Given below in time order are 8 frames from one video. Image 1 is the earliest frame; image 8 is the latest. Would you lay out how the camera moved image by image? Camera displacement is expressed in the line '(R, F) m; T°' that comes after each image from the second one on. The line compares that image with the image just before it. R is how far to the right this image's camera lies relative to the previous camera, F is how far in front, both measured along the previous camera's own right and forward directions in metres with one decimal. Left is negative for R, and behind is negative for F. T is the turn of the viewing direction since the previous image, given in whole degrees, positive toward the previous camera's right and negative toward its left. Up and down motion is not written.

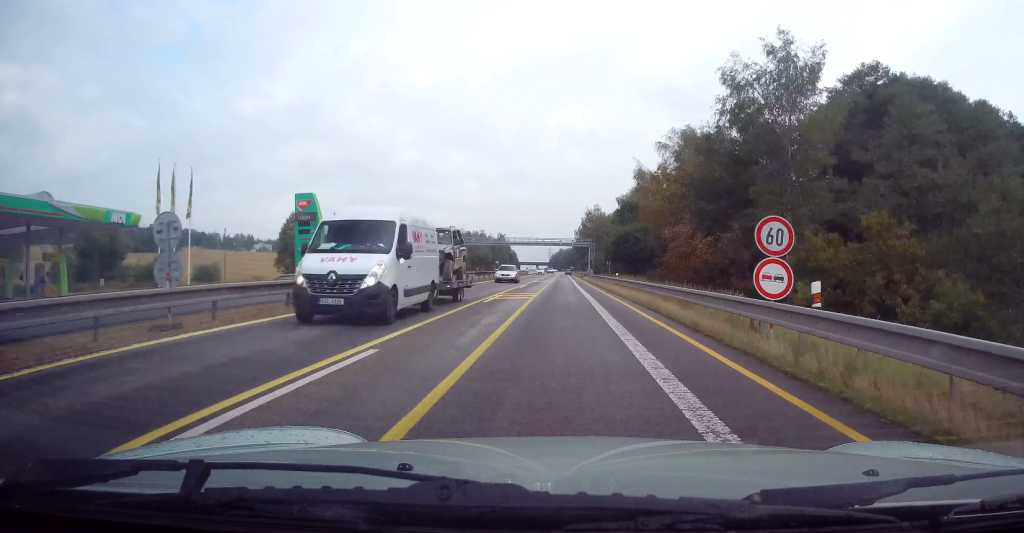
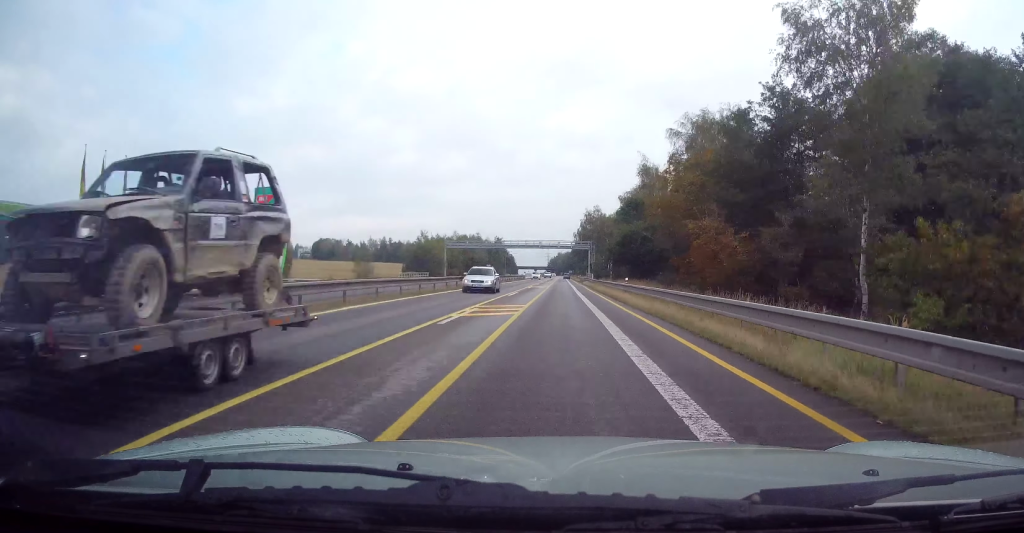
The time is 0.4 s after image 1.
(+0.2, +7.1) m; 0°
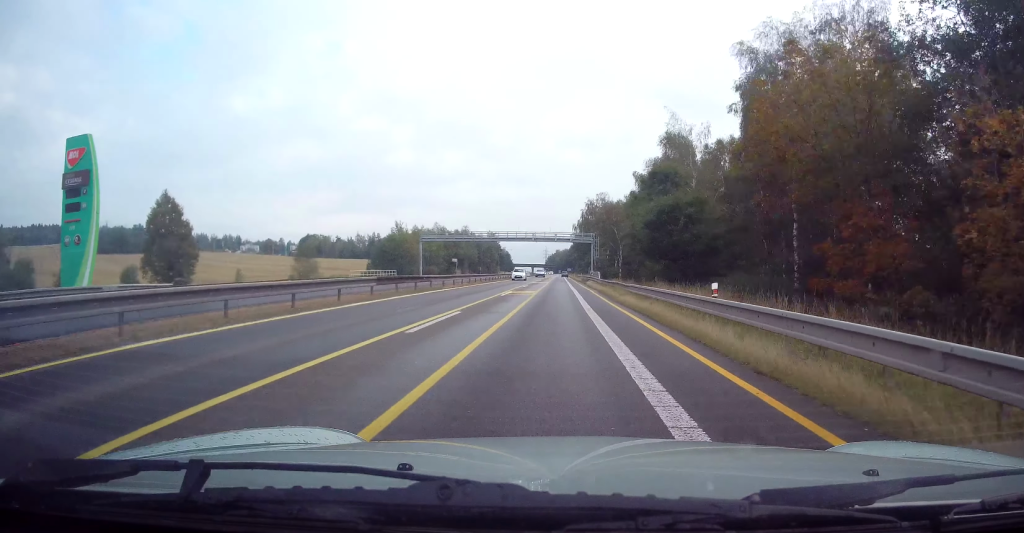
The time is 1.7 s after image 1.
(+0.2, +19.9) m; -1°
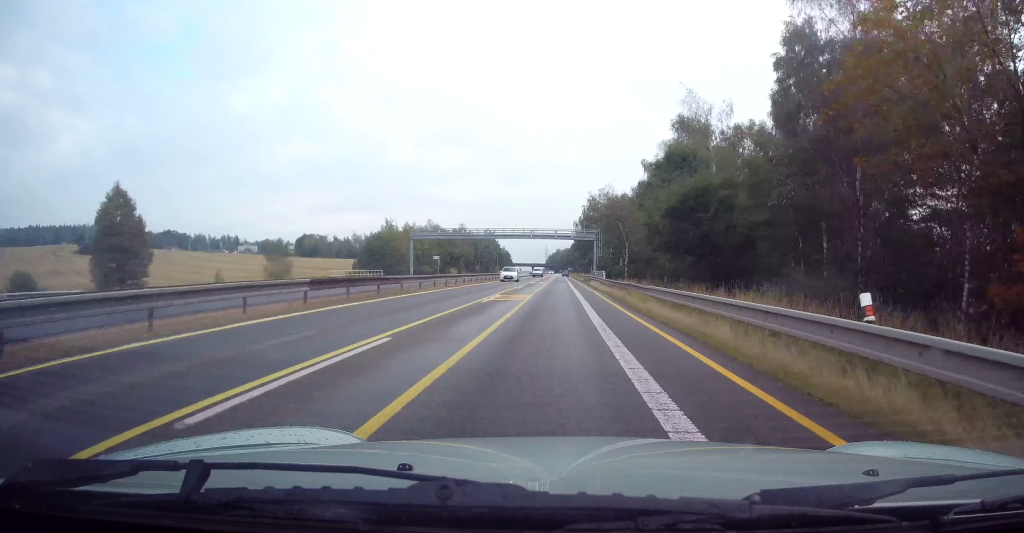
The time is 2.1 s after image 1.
(0.0, +7.1) m; -1°
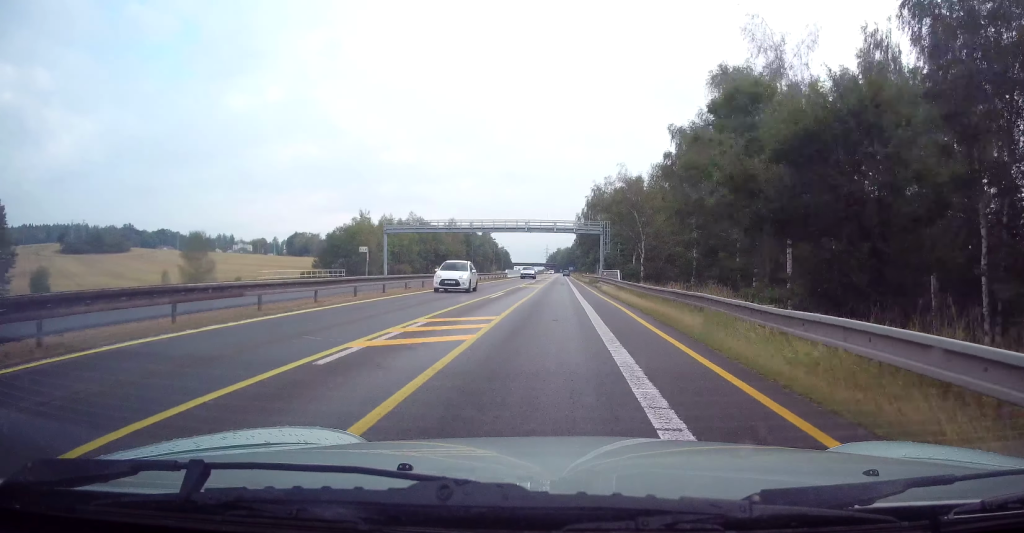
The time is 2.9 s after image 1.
(-0.2, +12.2) m; 0°
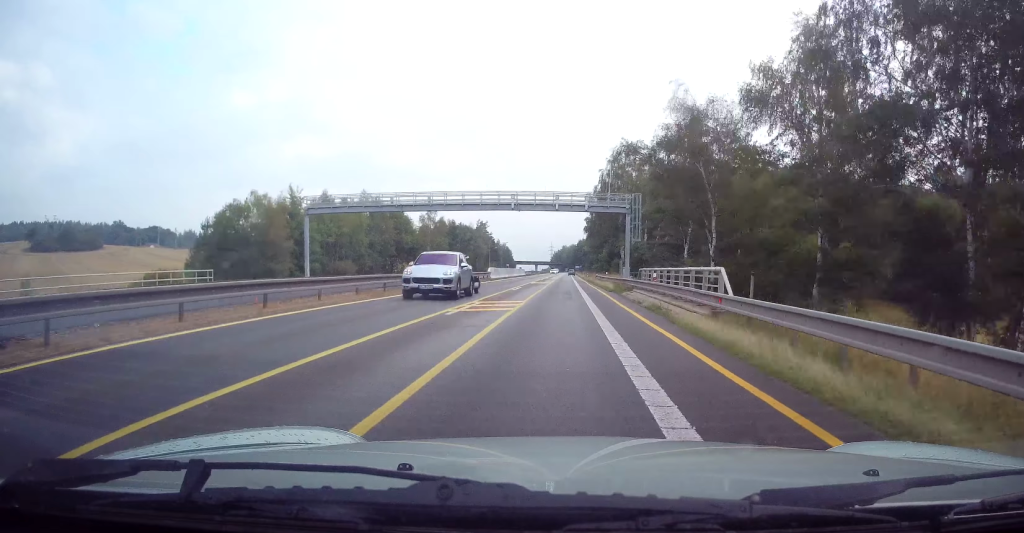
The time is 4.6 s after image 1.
(+0.1, +27.8) m; 0°
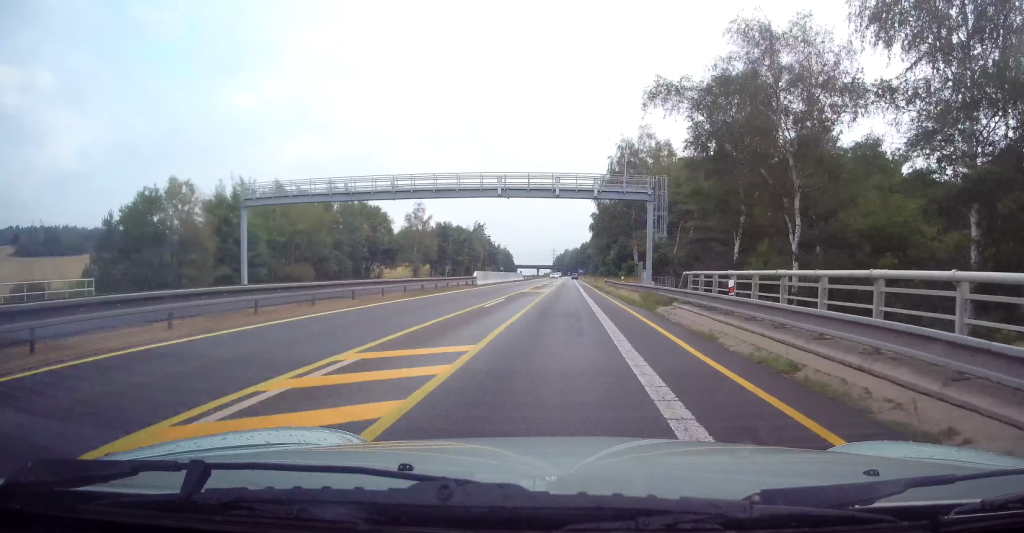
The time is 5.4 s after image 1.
(0.0, +13.1) m; 0°
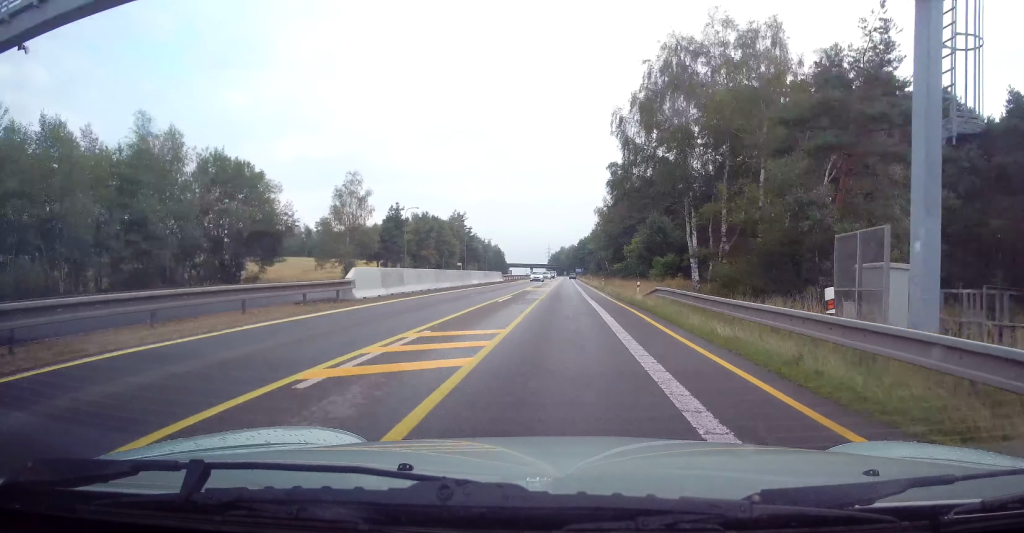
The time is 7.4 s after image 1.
(-0.3, +32.4) m; 0°
